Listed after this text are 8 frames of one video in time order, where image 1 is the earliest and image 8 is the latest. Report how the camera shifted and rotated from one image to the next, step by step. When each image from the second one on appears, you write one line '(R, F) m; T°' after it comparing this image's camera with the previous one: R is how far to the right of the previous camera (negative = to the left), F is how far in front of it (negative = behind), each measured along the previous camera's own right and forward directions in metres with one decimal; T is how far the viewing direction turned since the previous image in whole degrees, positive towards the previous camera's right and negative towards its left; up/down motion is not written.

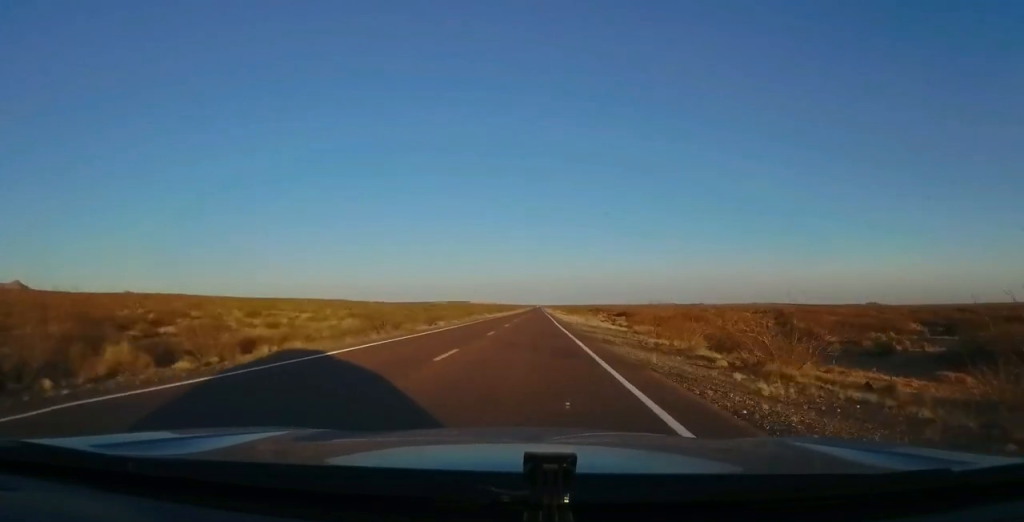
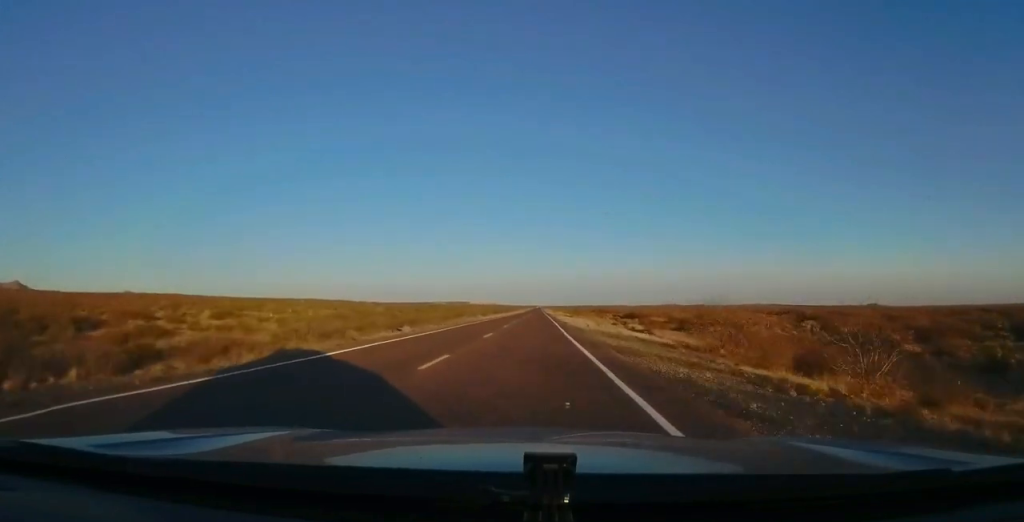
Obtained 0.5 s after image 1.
(-0.1, +13.8) m; 0°
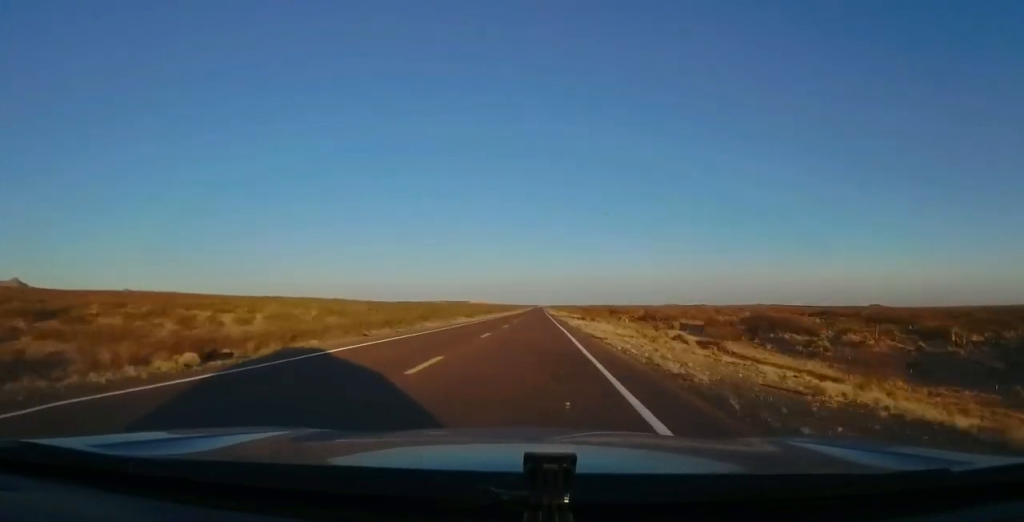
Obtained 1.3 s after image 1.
(+0.4, +25.6) m; 0°
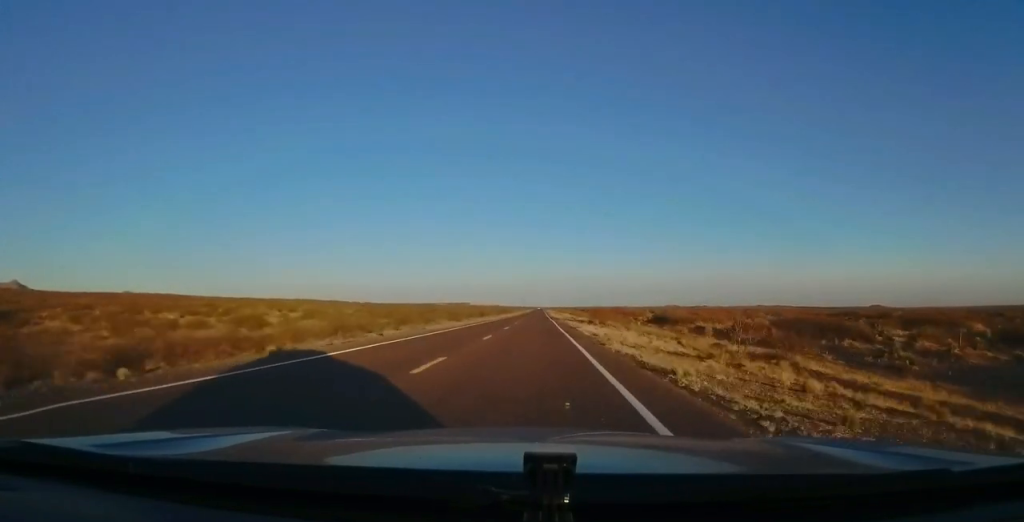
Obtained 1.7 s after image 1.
(-0.1, +11.8) m; 0°
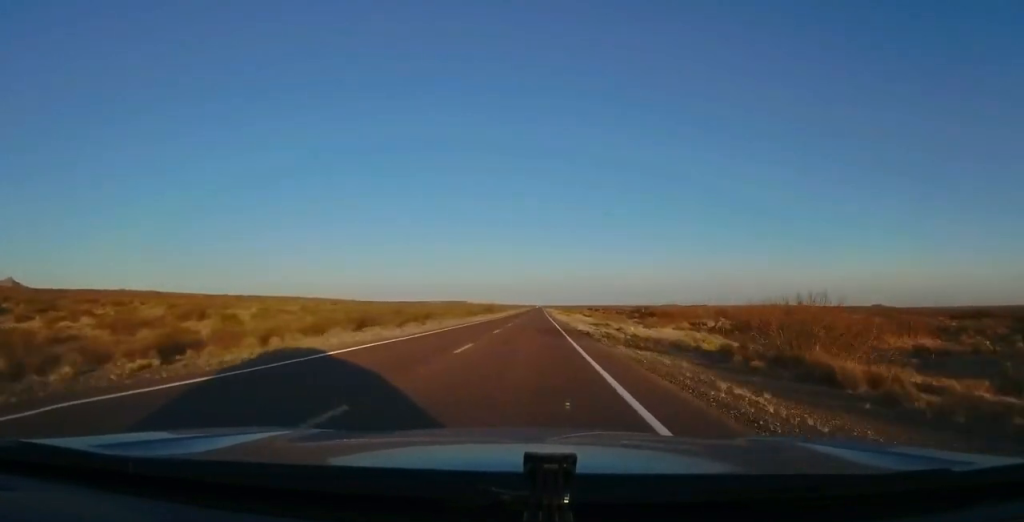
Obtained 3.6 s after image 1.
(+0.7, +55.8) m; +1°
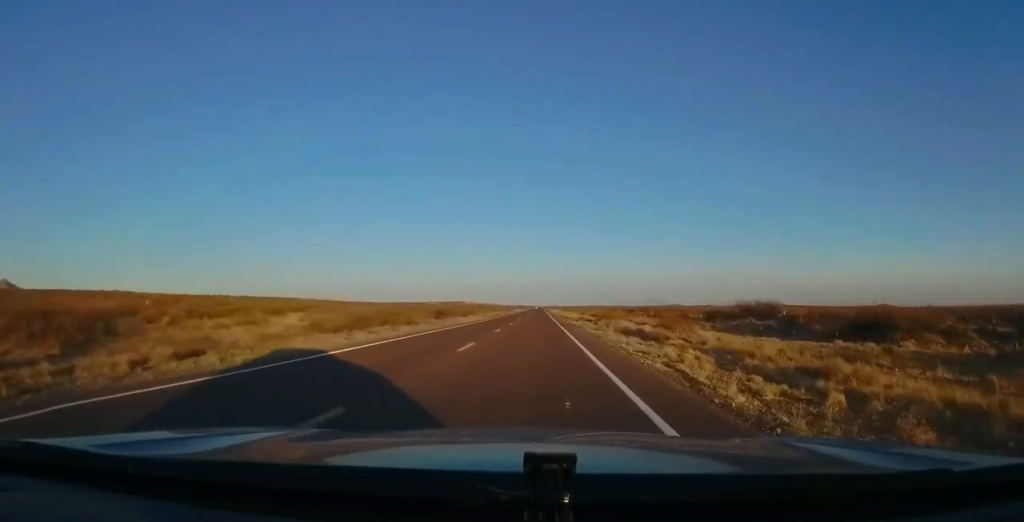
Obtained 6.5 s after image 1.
(-0.8, +85.0) m; -1°
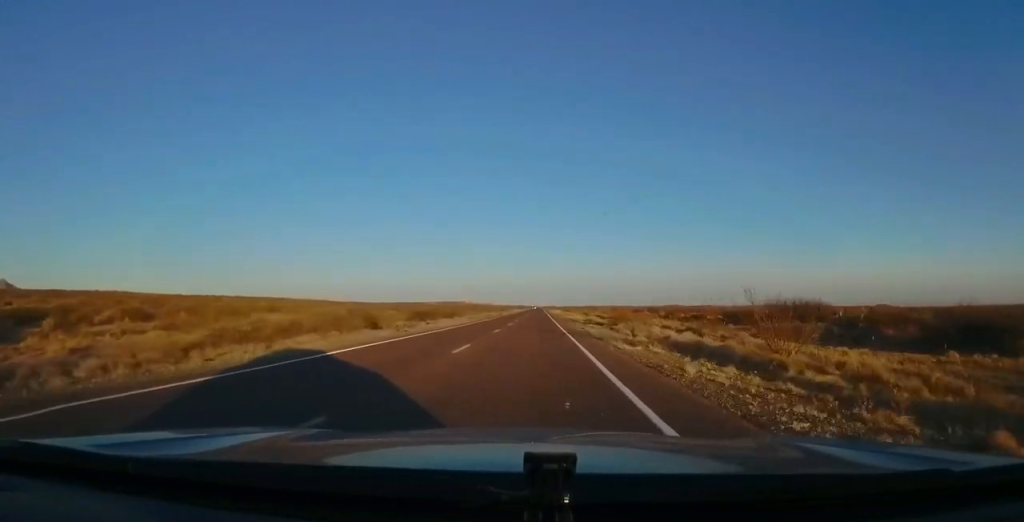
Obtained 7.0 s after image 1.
(-0.3, +12.7) m; 0°
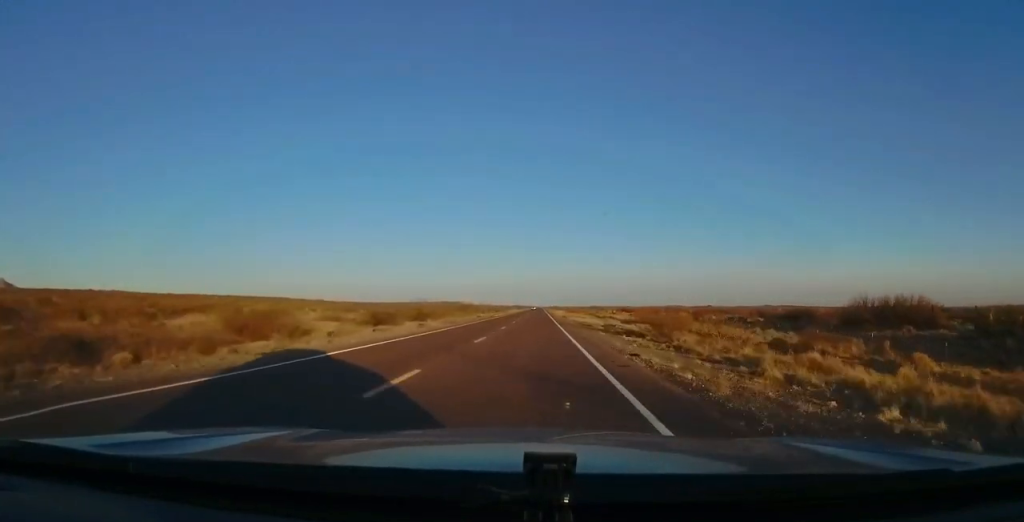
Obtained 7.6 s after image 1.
(0.0, +19.5) m; 0°
